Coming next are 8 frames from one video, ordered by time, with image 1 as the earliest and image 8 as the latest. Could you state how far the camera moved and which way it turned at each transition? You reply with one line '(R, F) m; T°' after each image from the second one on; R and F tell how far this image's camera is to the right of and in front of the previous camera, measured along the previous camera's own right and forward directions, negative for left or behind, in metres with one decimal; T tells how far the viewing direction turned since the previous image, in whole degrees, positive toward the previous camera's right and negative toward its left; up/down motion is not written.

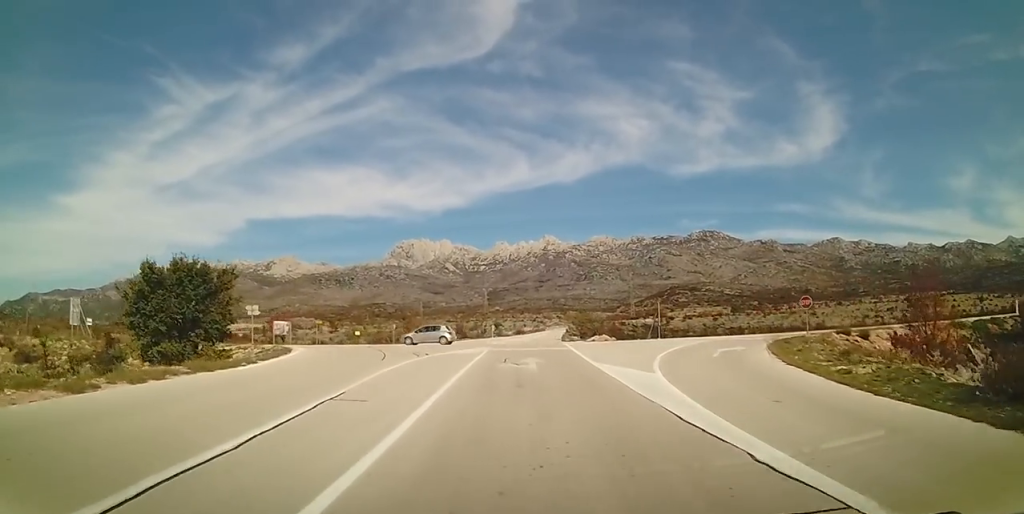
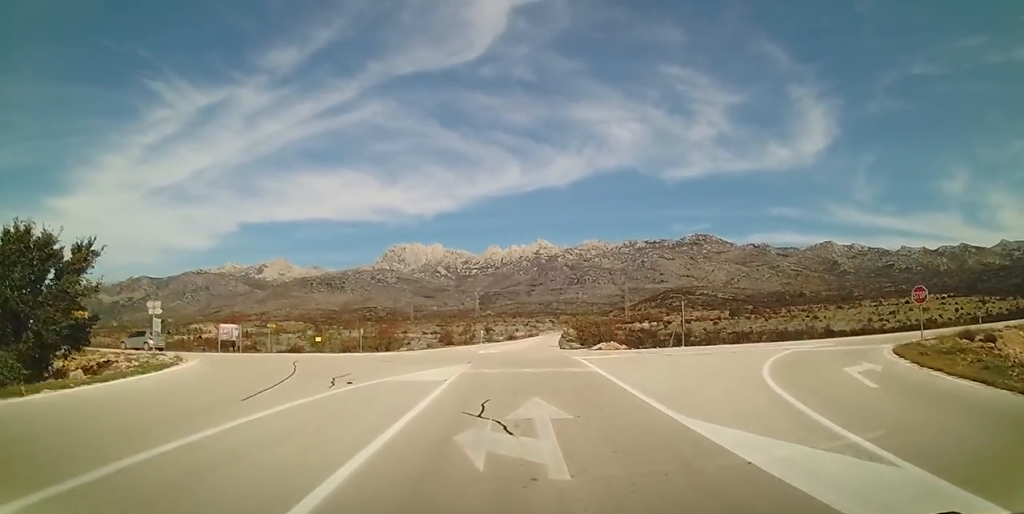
(+0.3, +9.0) m; 0°
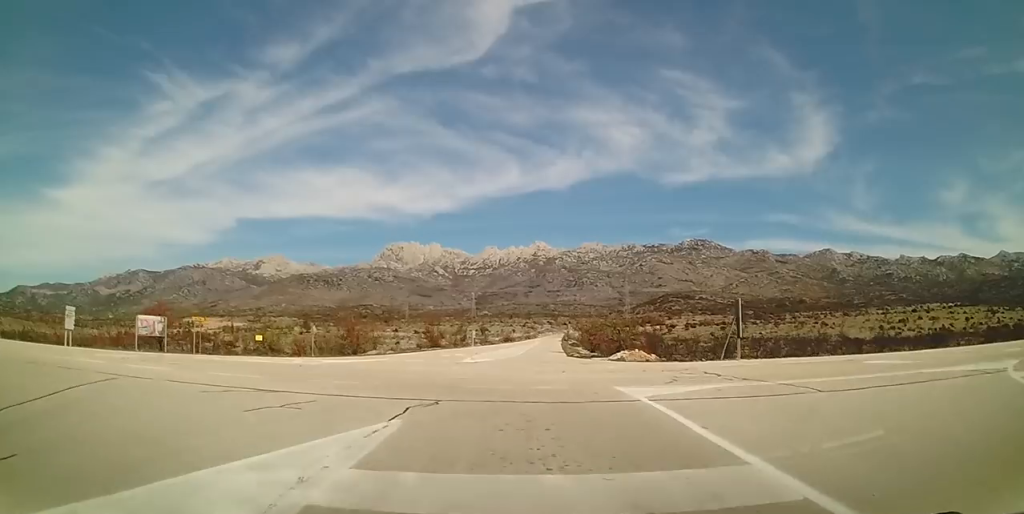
(-0.4, +10.9) m; 0°
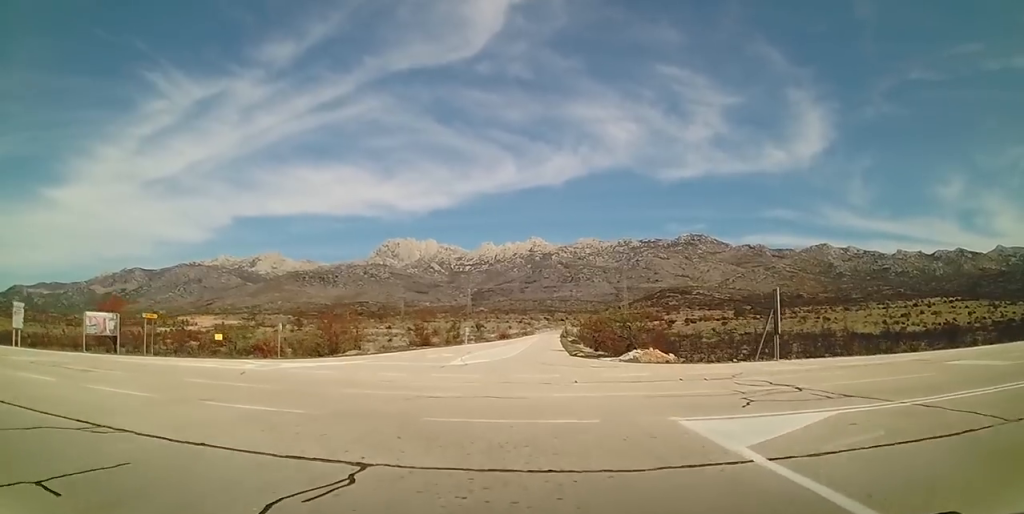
(+0.2, +4.6) m; +3°
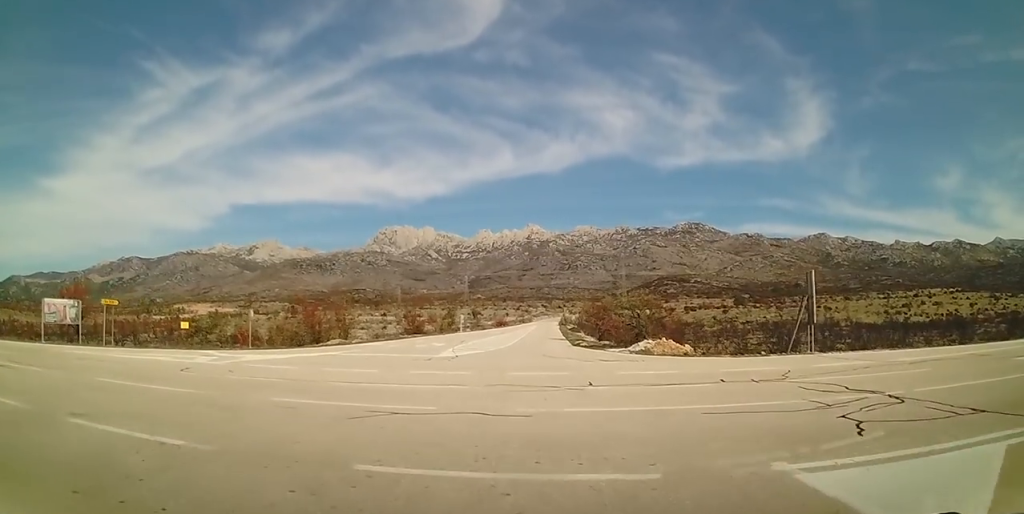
(+0.1, +3.3) m; +3°
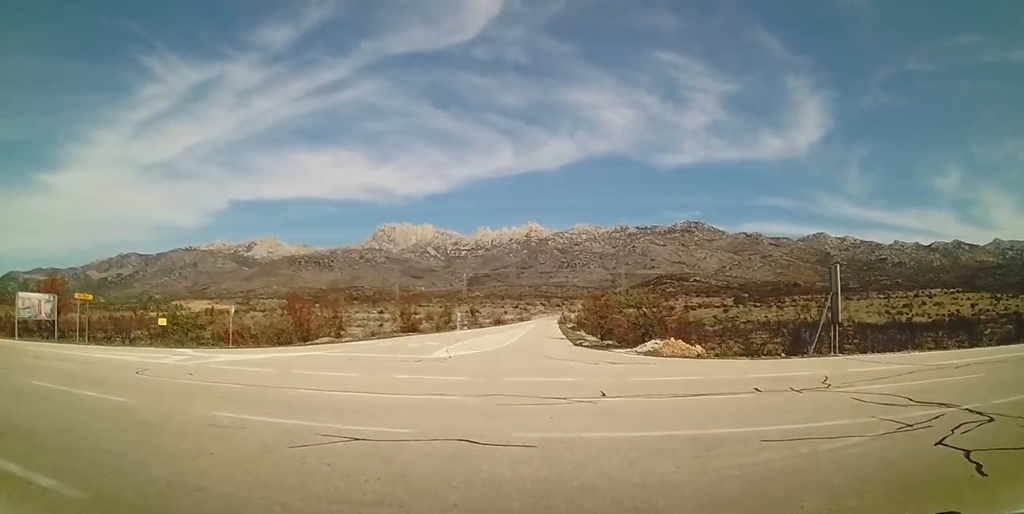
(+0.1, +3.1) m; +2°
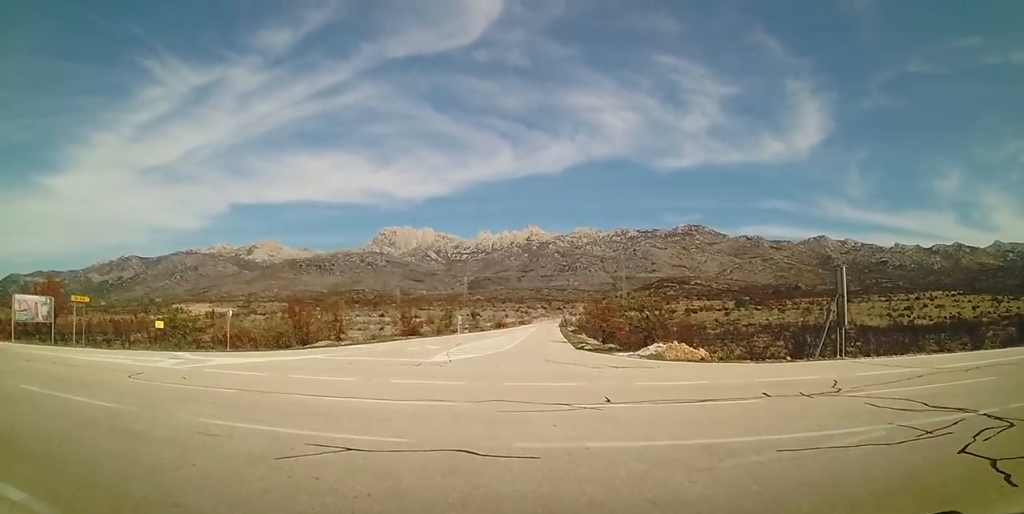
(0.0, +0.5) m; 0°
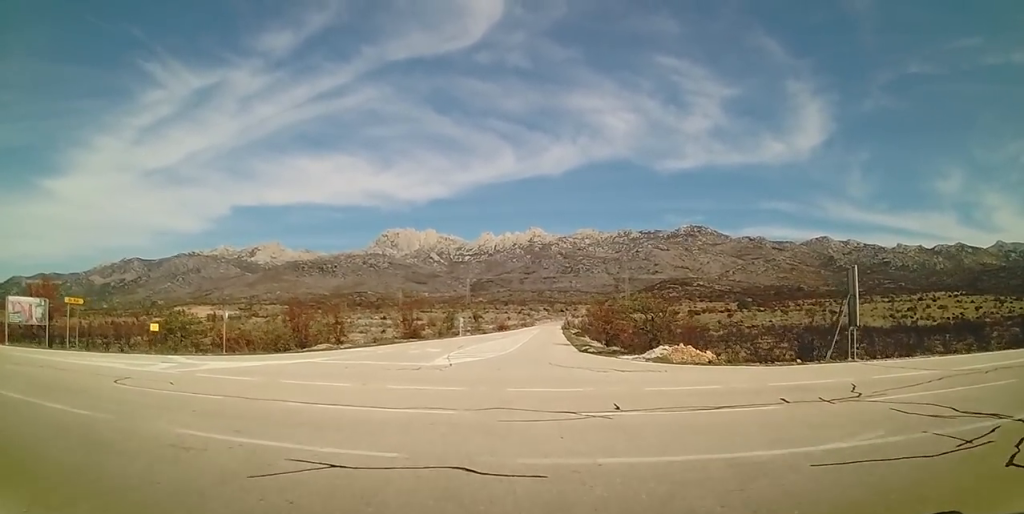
(0.0, +0.2) m; 0°
